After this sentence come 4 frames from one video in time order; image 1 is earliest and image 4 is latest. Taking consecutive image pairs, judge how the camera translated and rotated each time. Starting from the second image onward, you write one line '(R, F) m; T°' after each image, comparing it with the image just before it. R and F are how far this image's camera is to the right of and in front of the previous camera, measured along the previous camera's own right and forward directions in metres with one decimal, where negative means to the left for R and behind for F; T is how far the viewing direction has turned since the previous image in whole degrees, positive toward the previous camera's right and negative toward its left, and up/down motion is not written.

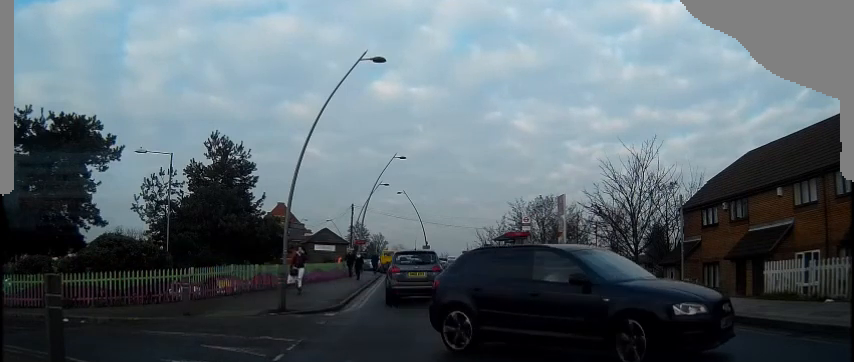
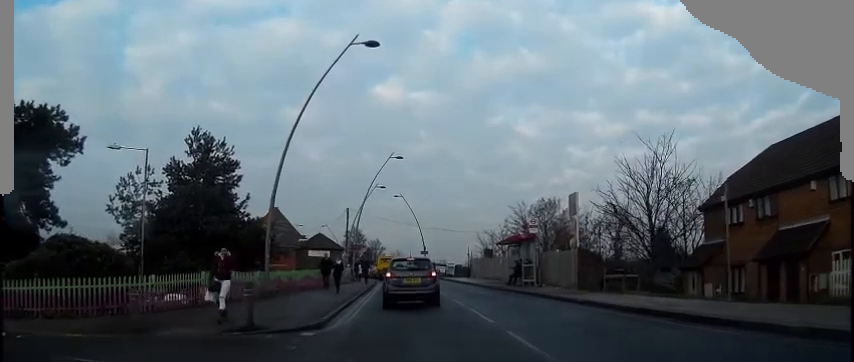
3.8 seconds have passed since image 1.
(0.0, +3.3) m; 0°
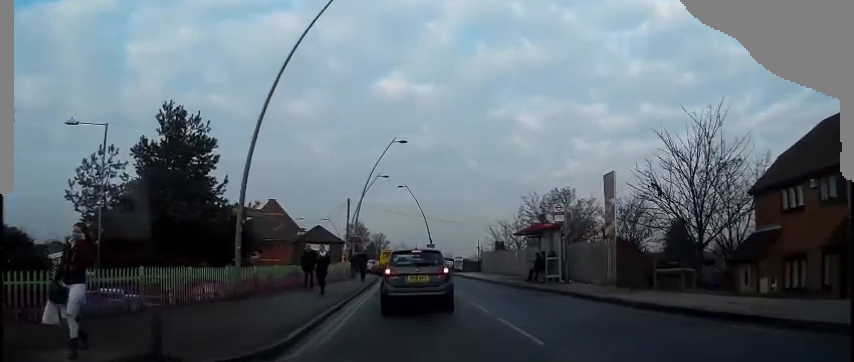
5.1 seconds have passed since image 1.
(+0.1, +3.9) m; +1°
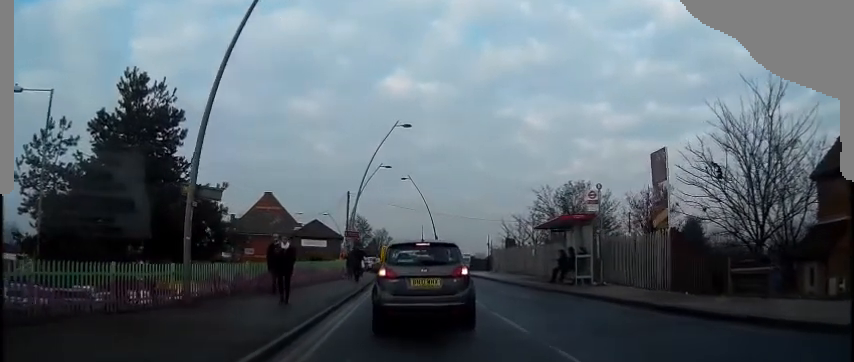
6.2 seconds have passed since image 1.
(0.0, +3.9) m; 0°
